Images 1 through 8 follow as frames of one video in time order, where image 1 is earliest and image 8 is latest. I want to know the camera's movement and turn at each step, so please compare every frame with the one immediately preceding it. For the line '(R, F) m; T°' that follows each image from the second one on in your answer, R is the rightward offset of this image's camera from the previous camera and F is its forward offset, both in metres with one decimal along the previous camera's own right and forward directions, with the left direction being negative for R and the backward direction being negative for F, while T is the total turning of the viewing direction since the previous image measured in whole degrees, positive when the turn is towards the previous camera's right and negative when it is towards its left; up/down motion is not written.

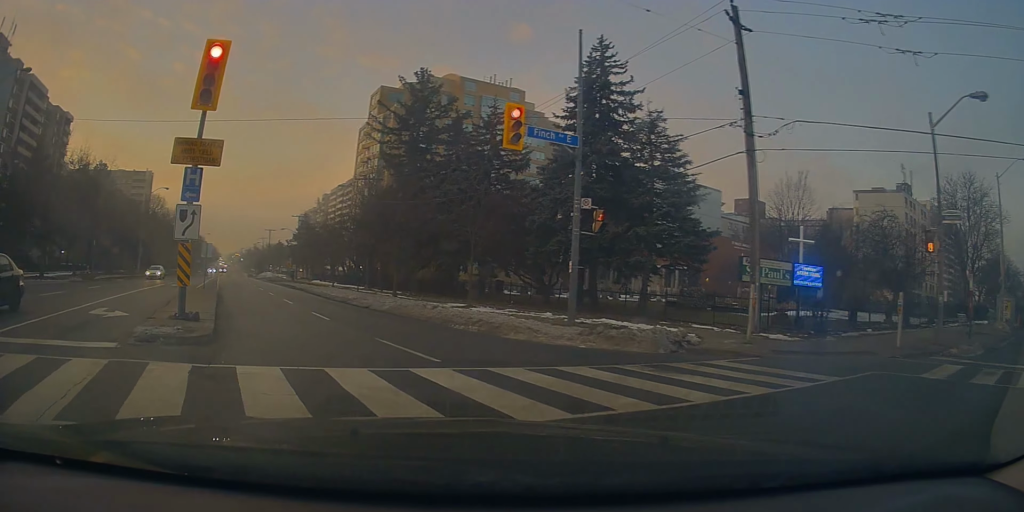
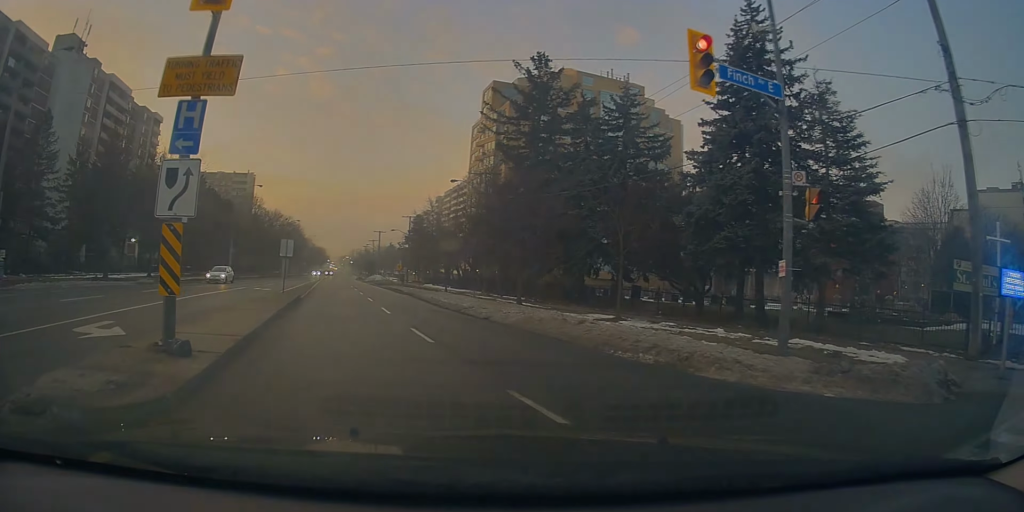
(-0.3, +5.0) m; -12°
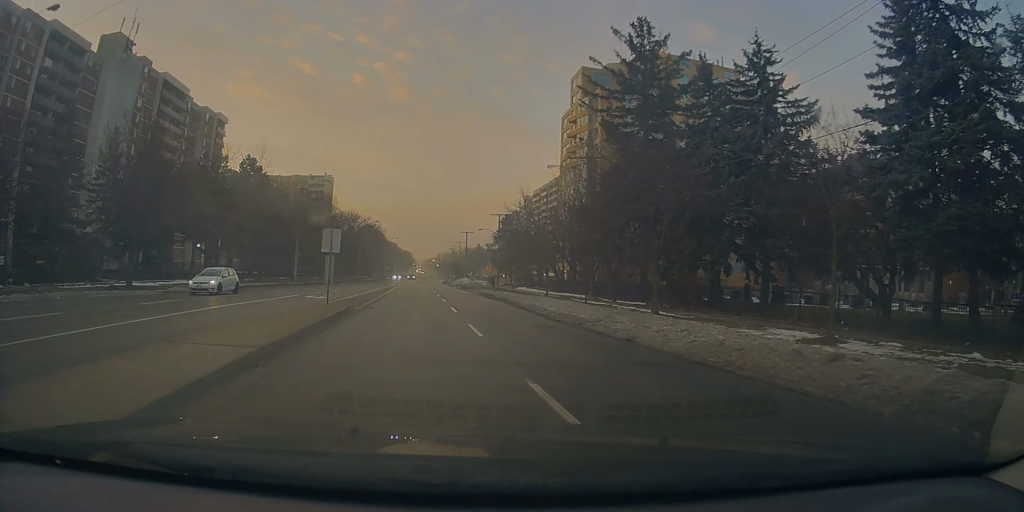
(-1.1, +7.4) m; -8°
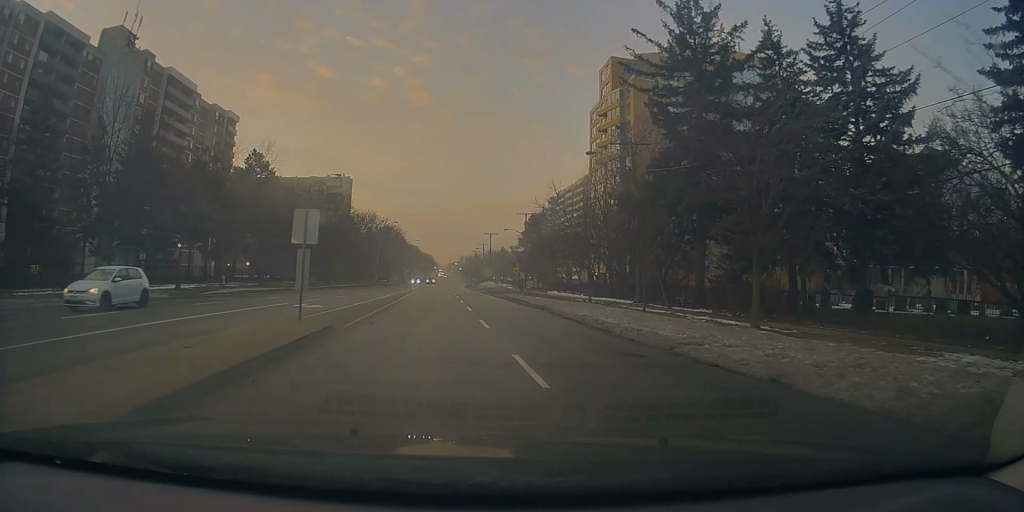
(-0.2, +6.0) m; -2°
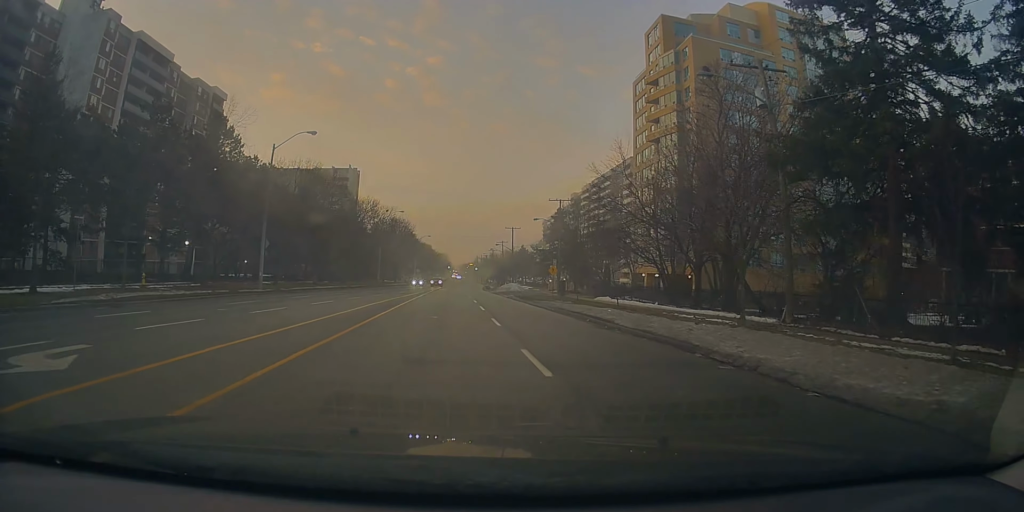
(-0.2, +16.8) m; -3°
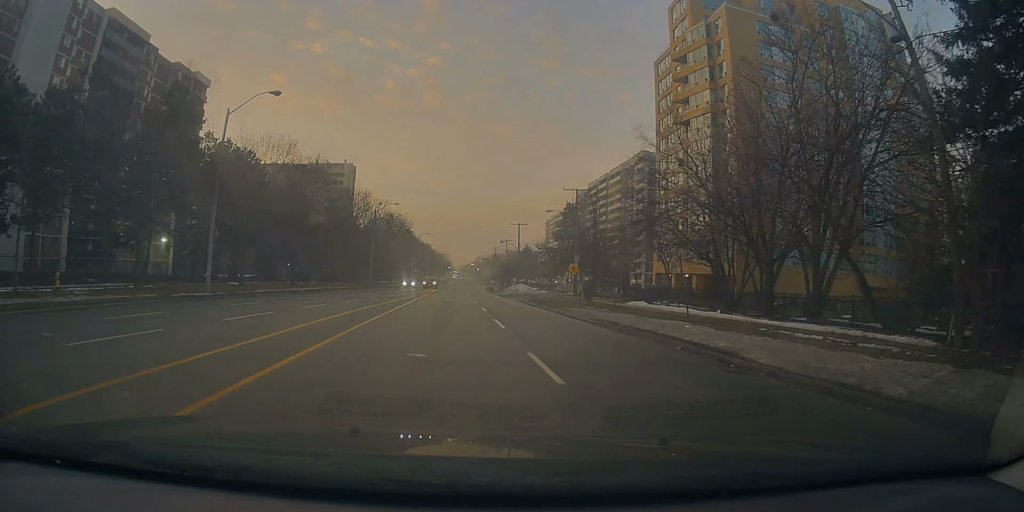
(-0.2, +9.3) m; -1°
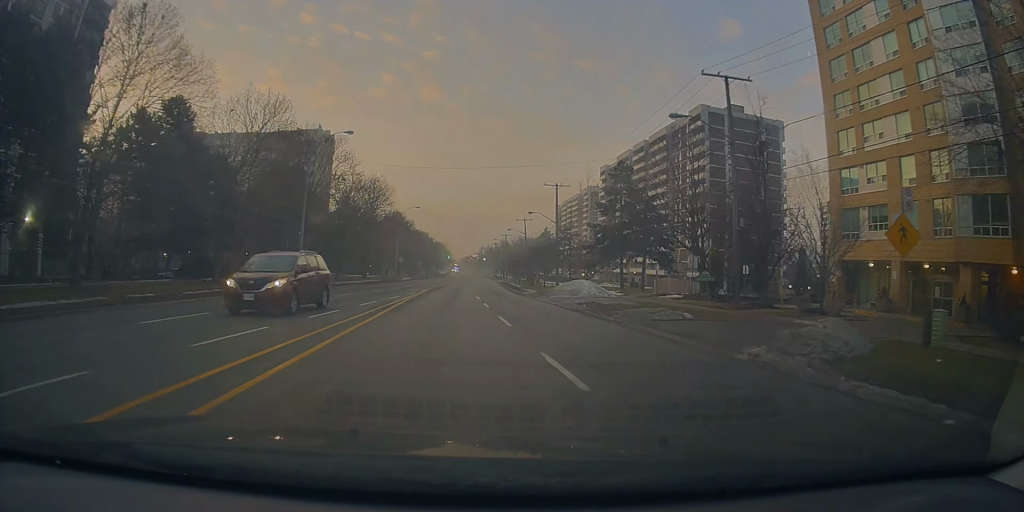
(0.0, +36.4) m; 0°
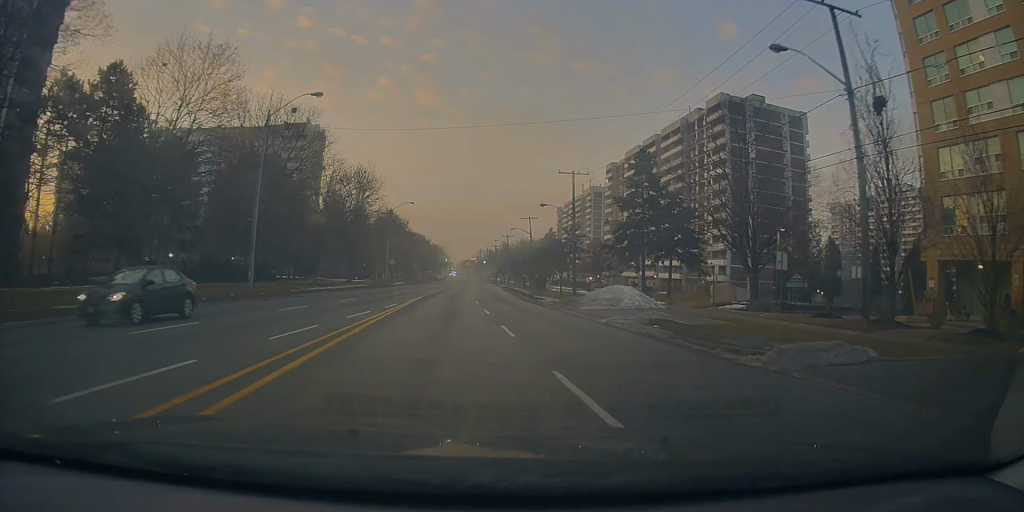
(-0.1, +10.1) m; -1°
